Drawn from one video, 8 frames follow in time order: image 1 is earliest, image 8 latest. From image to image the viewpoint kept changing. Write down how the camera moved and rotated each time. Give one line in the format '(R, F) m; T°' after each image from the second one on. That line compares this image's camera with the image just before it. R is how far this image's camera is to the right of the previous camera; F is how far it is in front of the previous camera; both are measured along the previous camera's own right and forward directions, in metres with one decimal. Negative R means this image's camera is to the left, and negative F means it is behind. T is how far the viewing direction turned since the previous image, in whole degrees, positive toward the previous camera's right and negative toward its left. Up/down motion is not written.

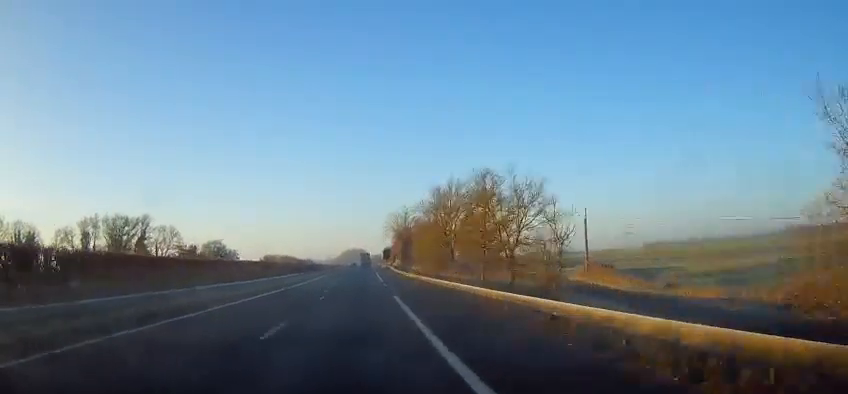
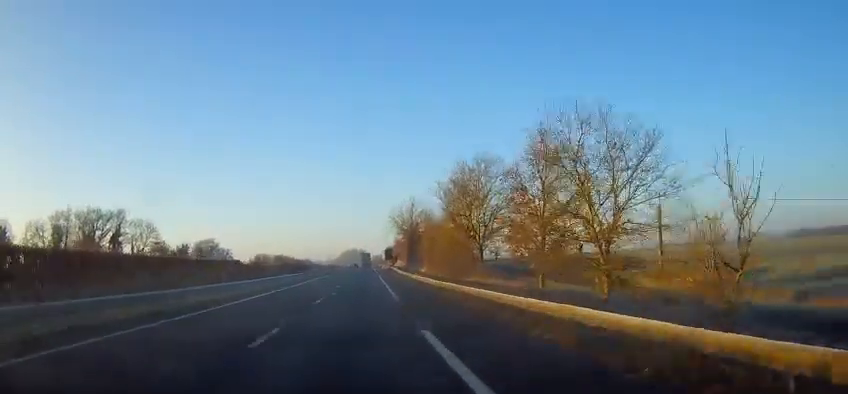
(+0.3, +14.4) m; 0°
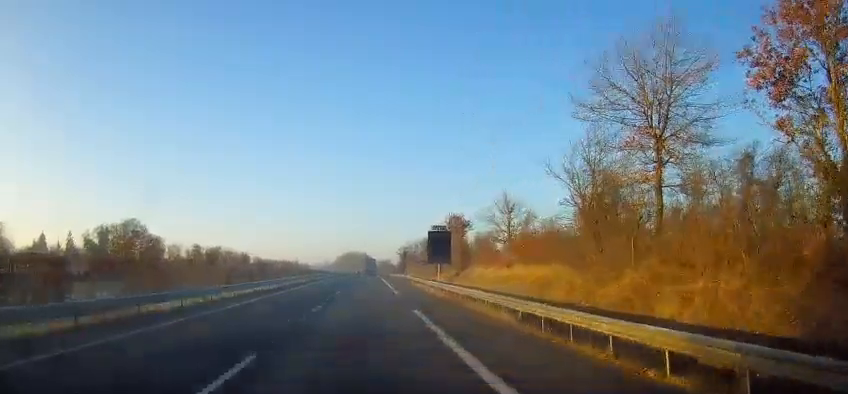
(-0.3, +95.1) m; -1°
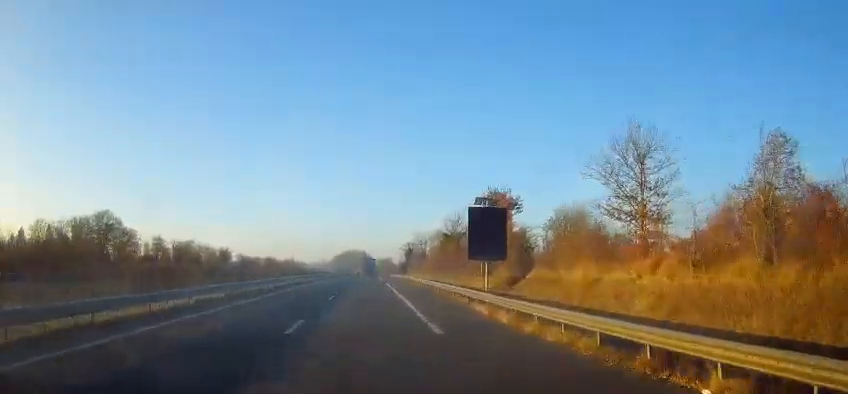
(-0.2, +19.2) m; 0°
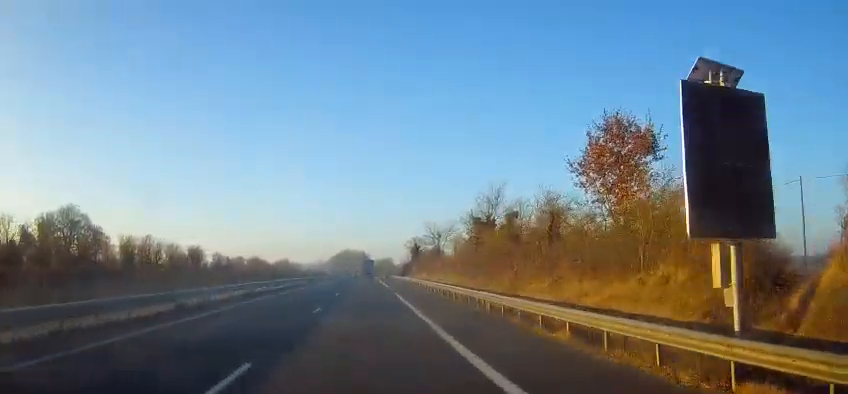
(+0.3, +20.1) m; 0°
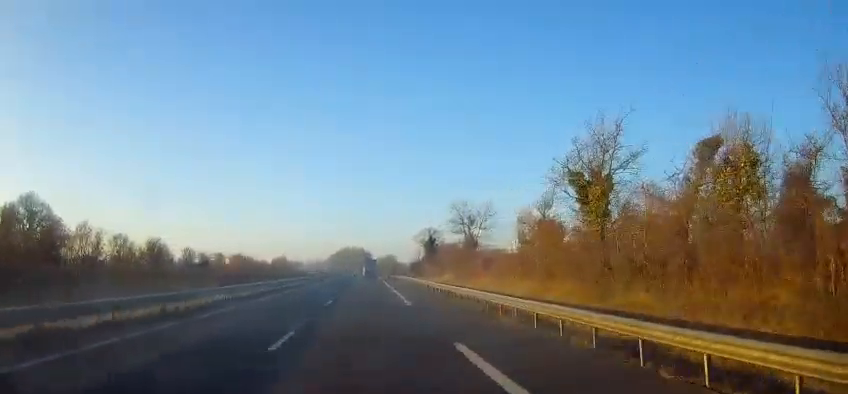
(+0.2, +21.1) m; 0°
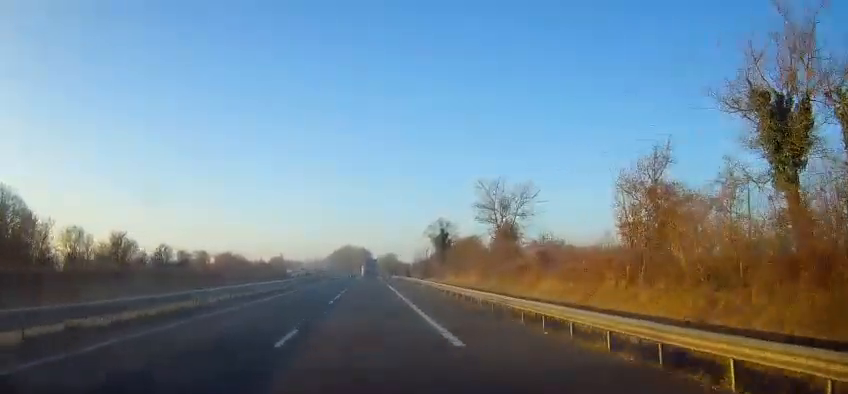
(-0.1, +12.5) m; 0°
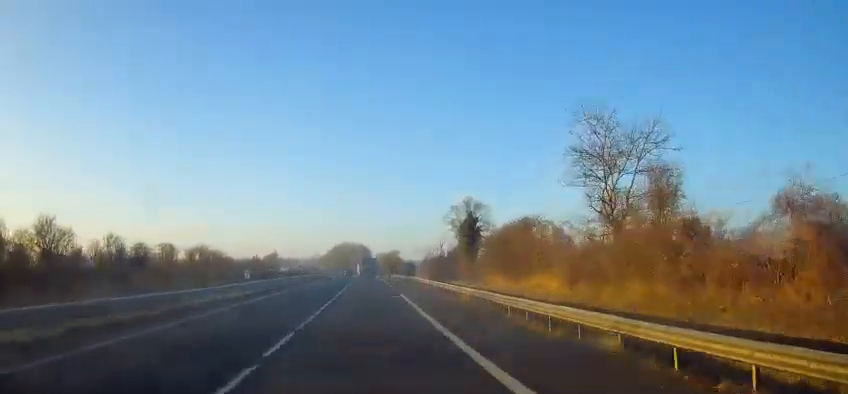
(0.0, +18.3) m; 0°
